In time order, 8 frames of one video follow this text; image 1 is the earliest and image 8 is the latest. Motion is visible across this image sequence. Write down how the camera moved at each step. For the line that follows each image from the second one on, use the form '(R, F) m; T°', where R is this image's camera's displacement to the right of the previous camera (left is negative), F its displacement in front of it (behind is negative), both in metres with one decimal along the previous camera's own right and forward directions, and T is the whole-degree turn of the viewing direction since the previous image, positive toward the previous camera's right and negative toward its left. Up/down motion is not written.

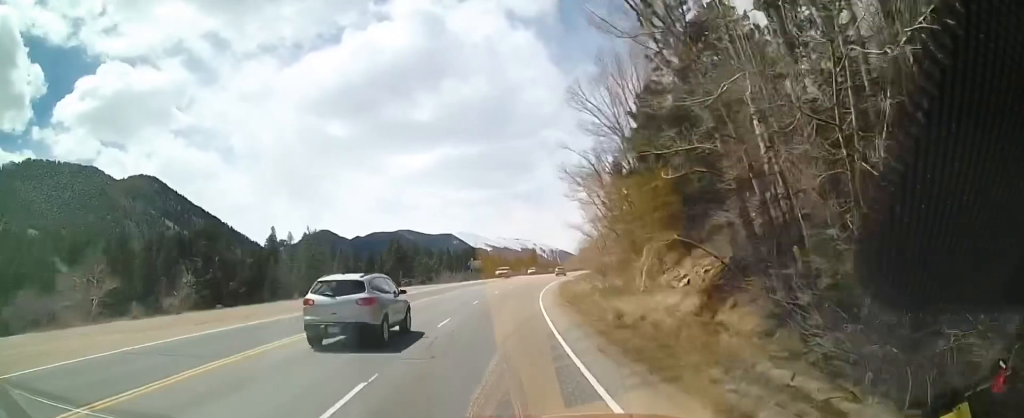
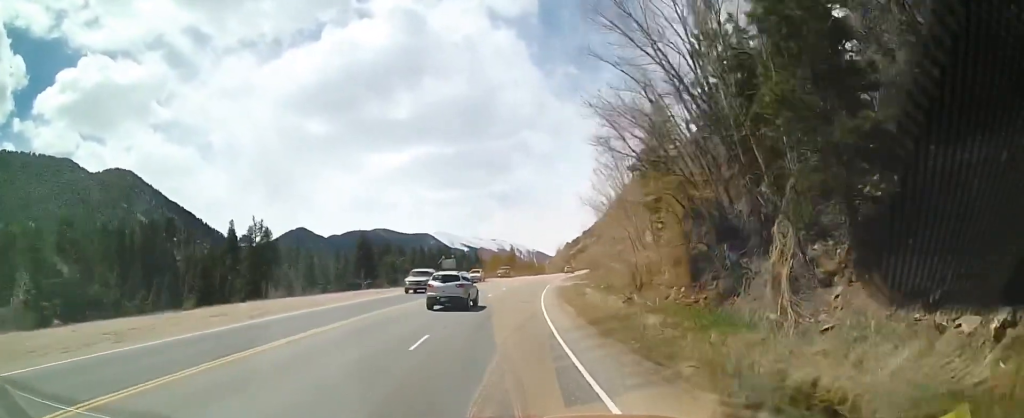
(+1.2, +17.5) m; +7°
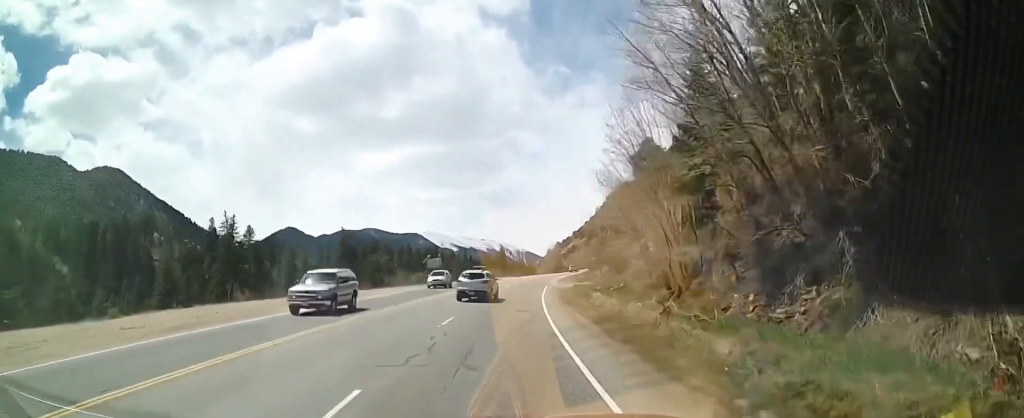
(+0.2, +7.6) m; 0°
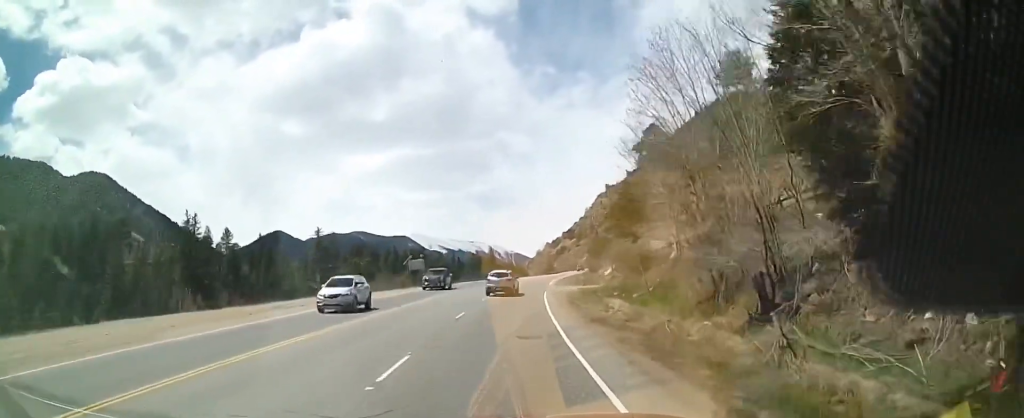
(-0.4, +9.6) m; -2°
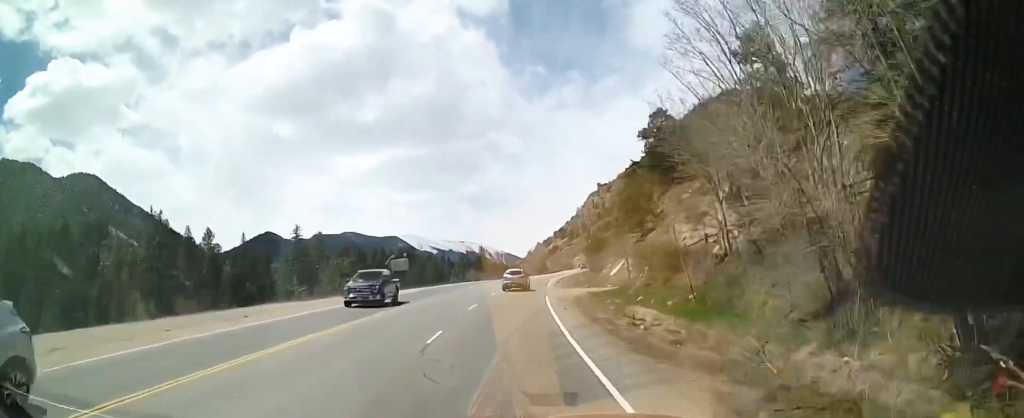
(0.0, +7.6) m; 0°
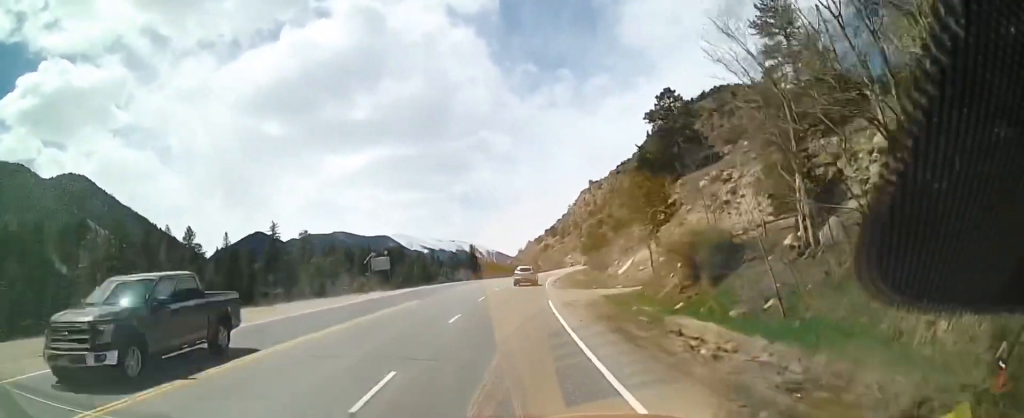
(0.0, +7.3) m; +1°
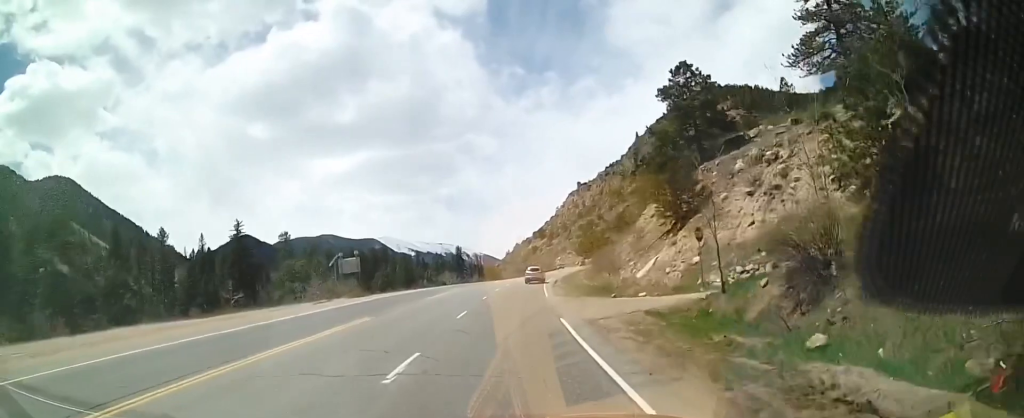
(+0.1, +9.9) m; +2°
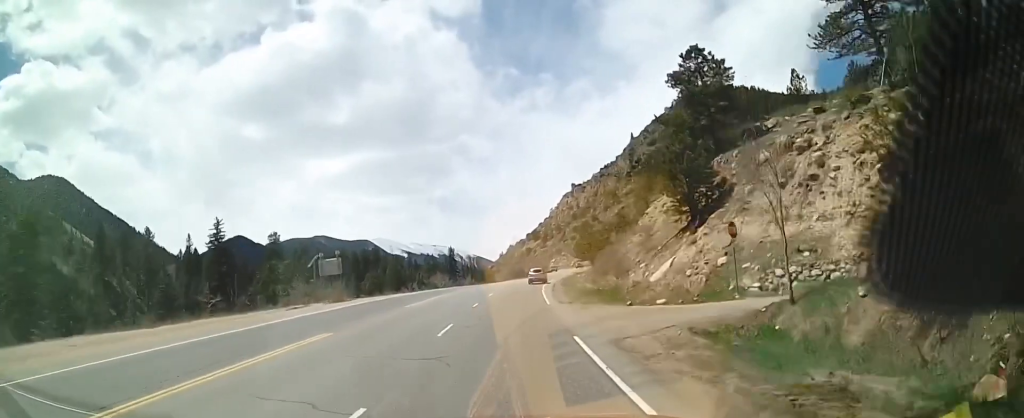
(+0.2, +4.9) m; 0°
